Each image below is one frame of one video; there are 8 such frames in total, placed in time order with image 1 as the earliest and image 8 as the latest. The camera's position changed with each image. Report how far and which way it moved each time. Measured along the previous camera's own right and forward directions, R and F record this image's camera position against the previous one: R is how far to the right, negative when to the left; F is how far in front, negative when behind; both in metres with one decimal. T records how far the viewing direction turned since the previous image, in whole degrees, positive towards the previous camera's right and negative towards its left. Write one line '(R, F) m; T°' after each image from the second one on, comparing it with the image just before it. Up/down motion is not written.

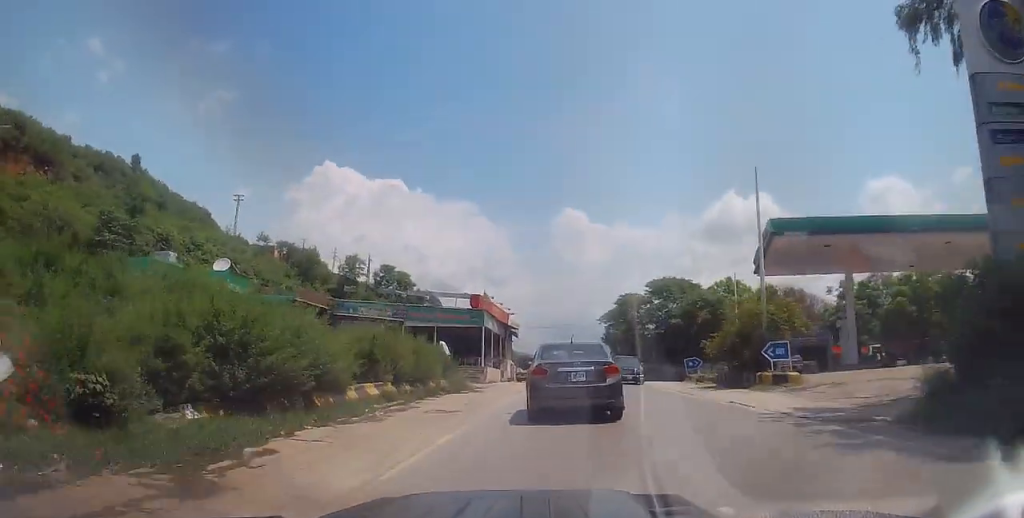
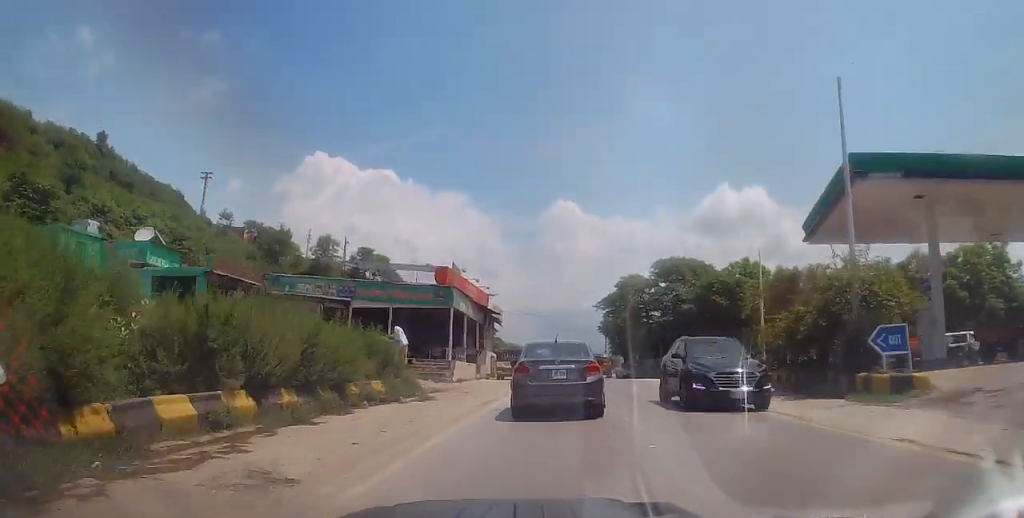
(+0.2, +9.0) m; 0°
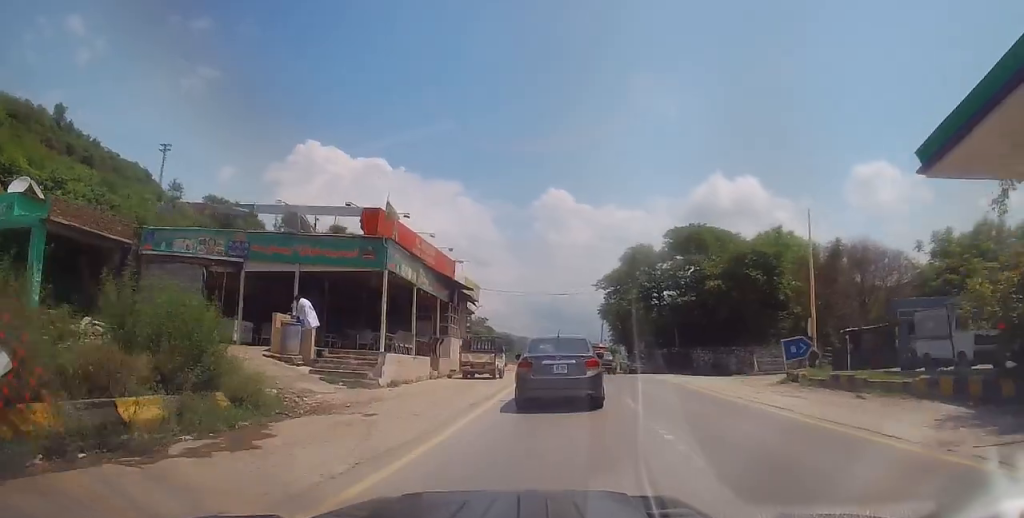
(-0.2, +10.9) m; +2°
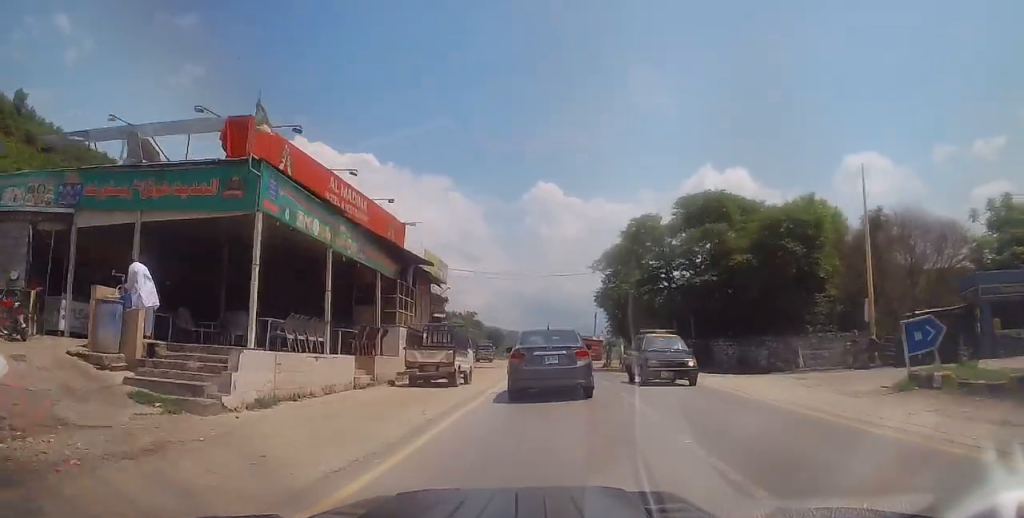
(+0.4, +8.0) m; +2°
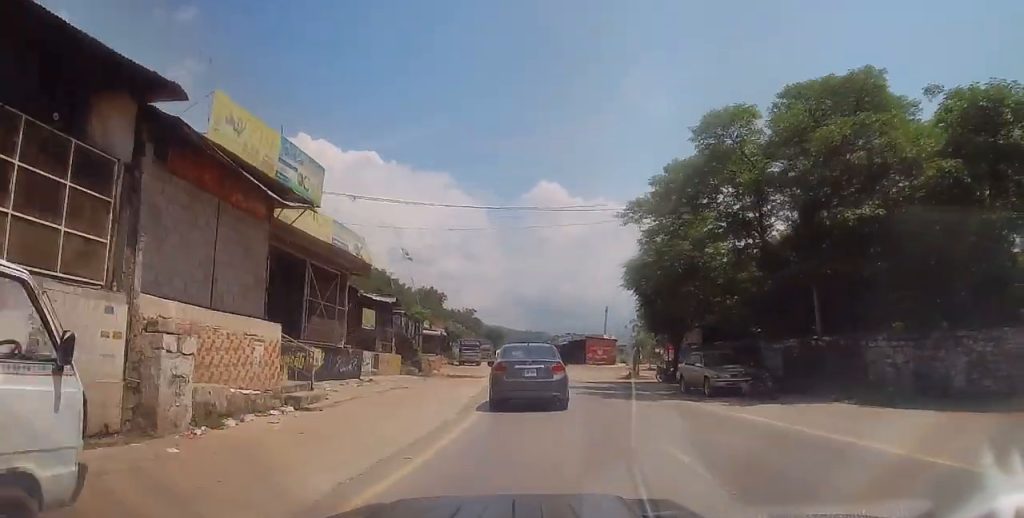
(-0.2, +17.2) m; -3°
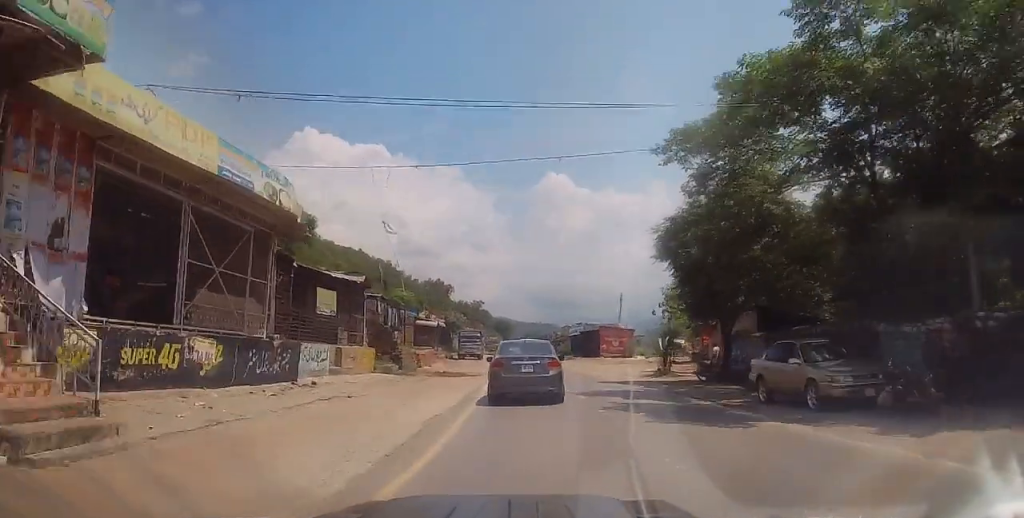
(-0.1, +7.5) m; -1°
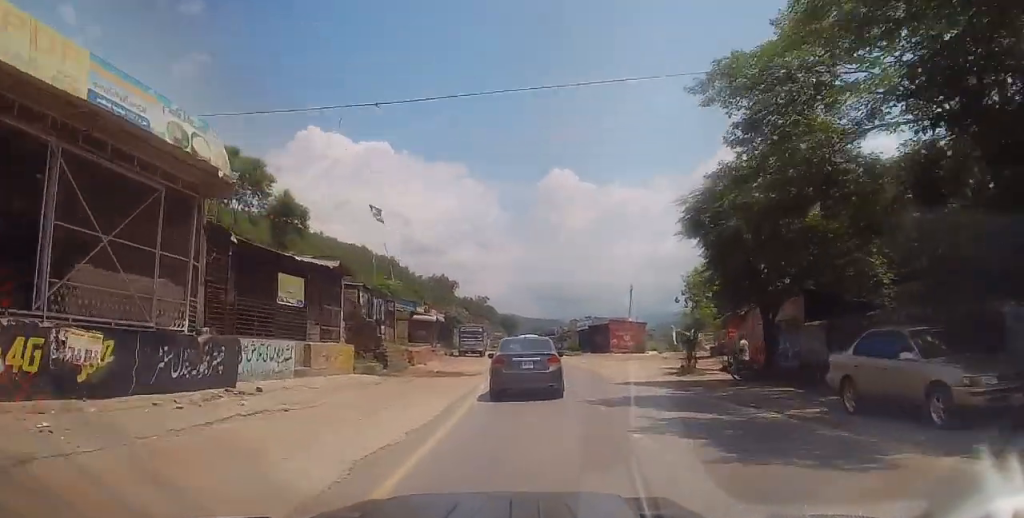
(-0.1, +4.1) m; 0°
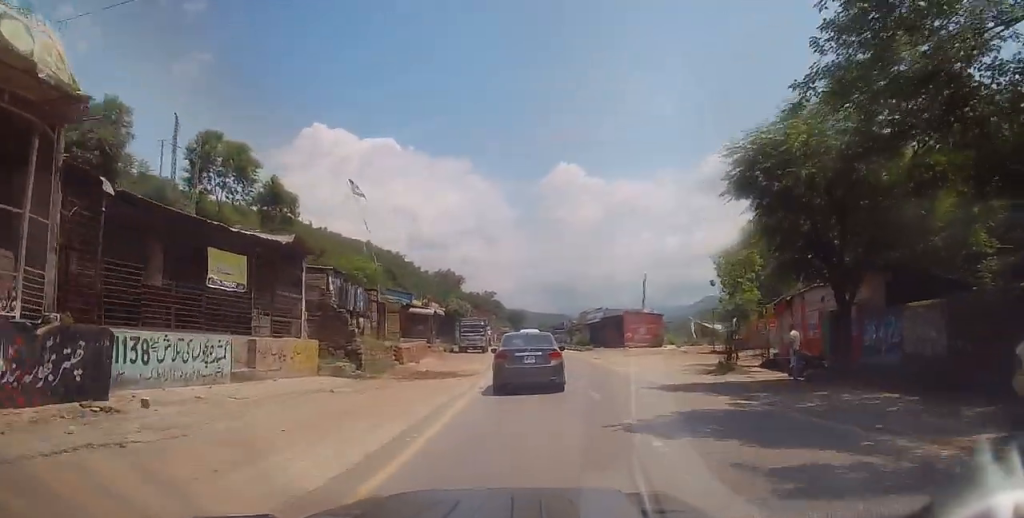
(0.0, +4.9) m; +1°
